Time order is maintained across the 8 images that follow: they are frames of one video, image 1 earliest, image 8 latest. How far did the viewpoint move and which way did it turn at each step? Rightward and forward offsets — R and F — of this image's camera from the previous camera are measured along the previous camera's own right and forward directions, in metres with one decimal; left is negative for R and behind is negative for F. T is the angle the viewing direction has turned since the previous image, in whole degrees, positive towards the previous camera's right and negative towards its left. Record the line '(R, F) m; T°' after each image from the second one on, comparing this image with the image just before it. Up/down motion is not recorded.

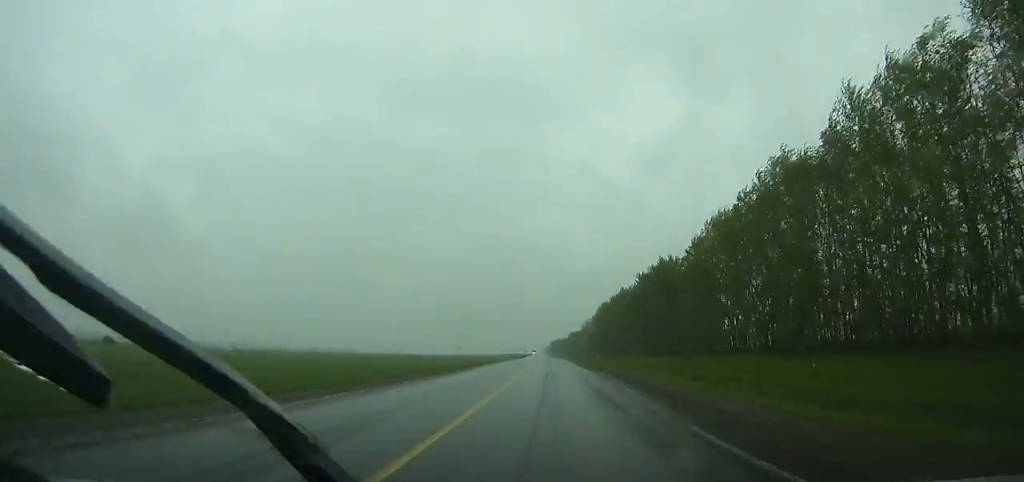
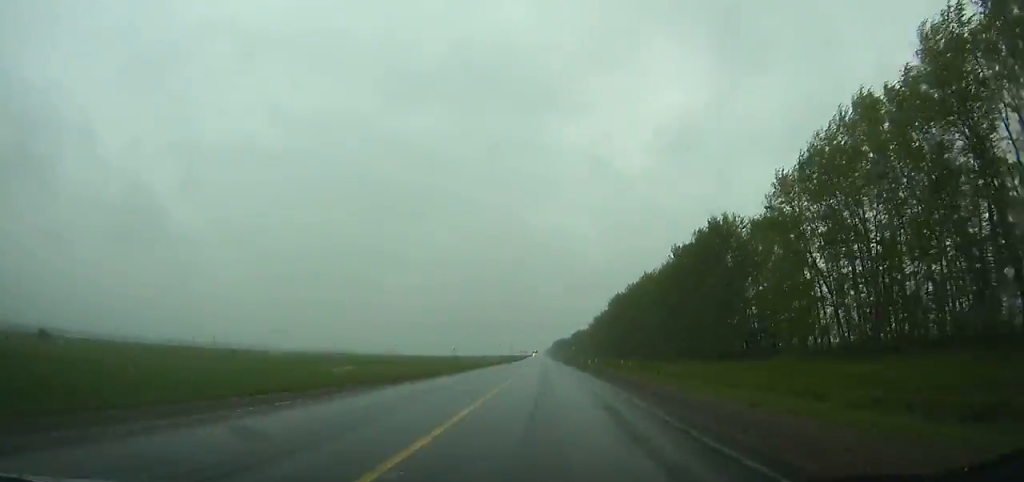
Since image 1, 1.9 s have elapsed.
(-0.5, +43.0) m; -1°
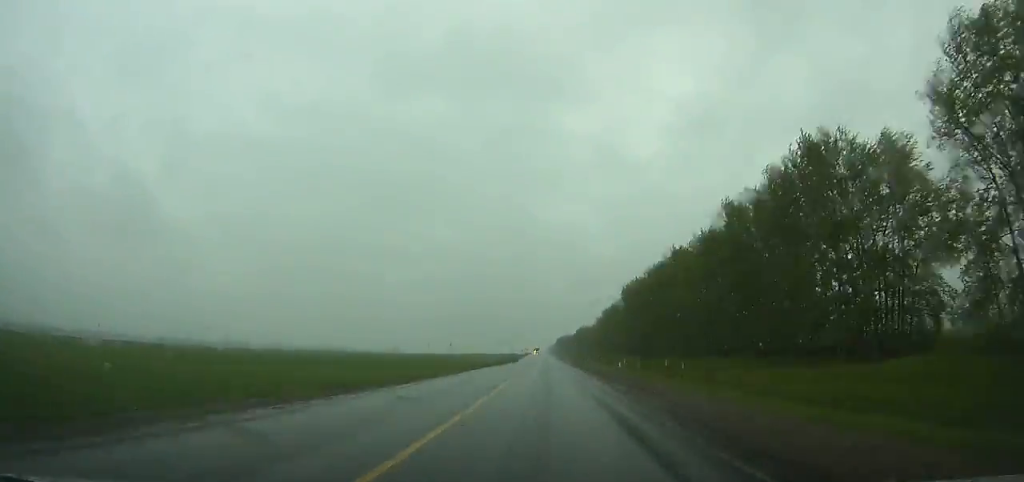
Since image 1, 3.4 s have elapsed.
(-0.1, +34.1) m; -1°
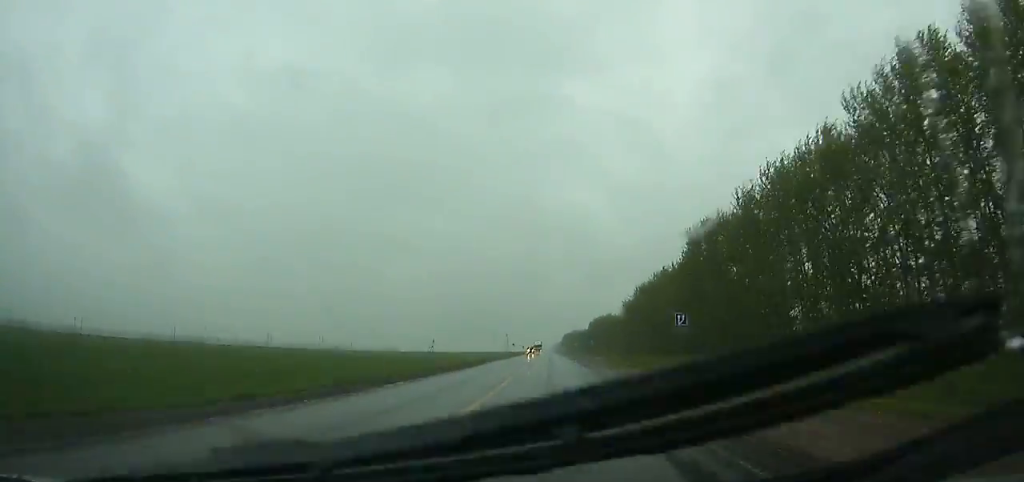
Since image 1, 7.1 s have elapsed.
(-0.5, +84.6) m; 0°
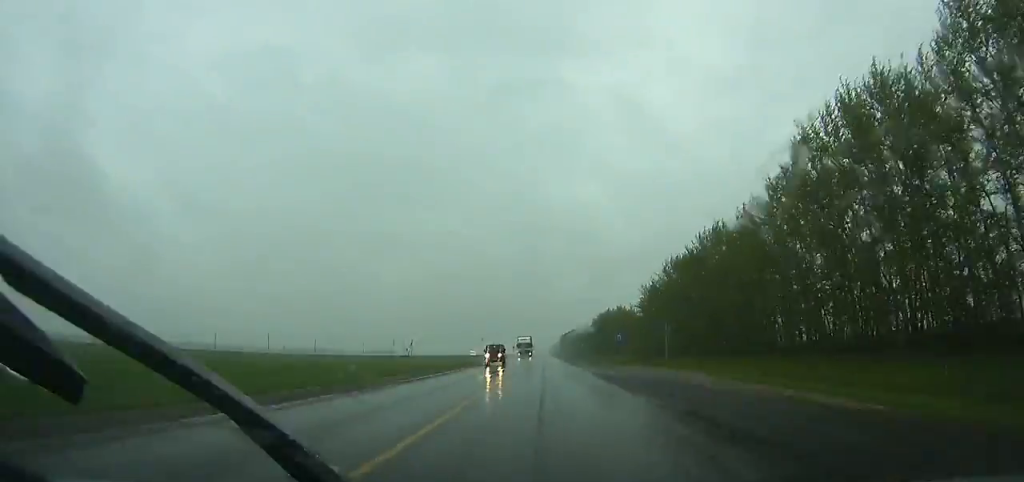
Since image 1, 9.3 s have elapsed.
(+0.2, +50.3) m; 0°
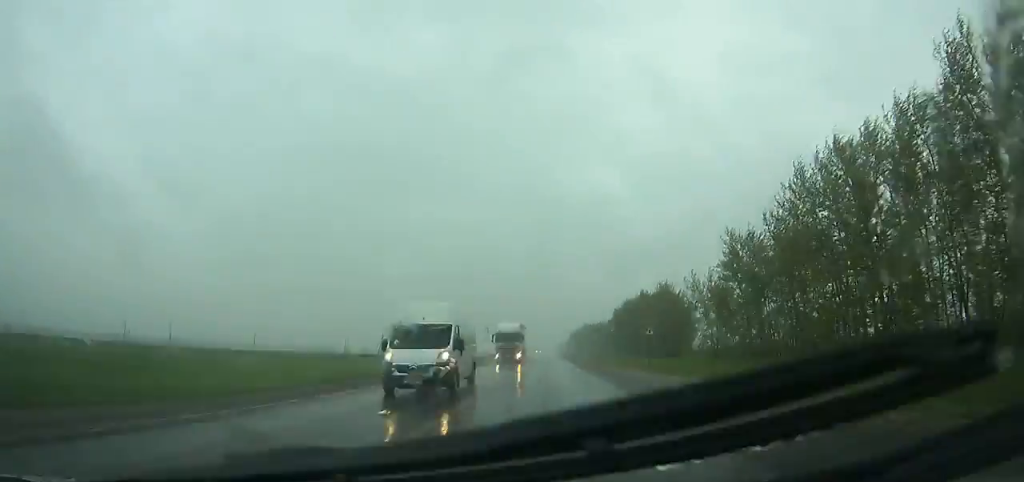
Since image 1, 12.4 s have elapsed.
(-0.3, +70.3) m; 0°
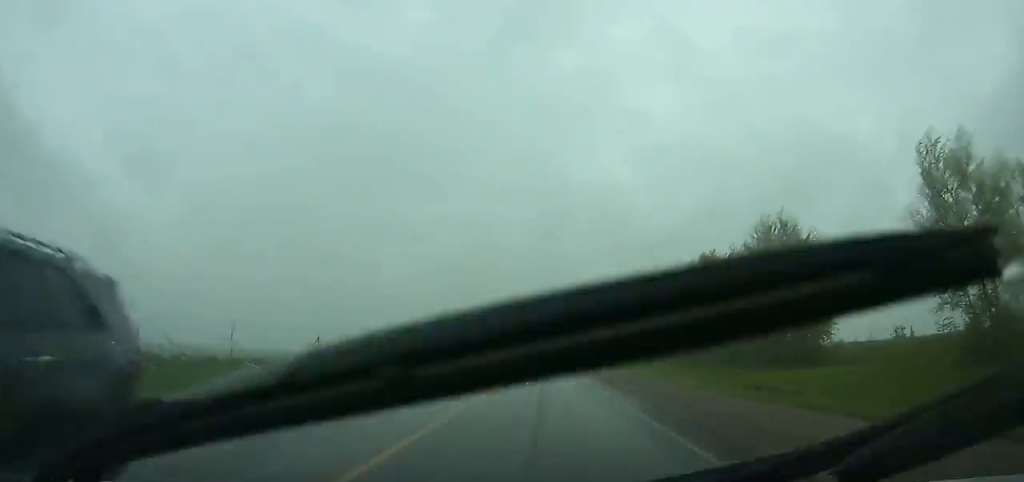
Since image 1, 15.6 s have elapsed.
(0.0, +71.6) m; 0°
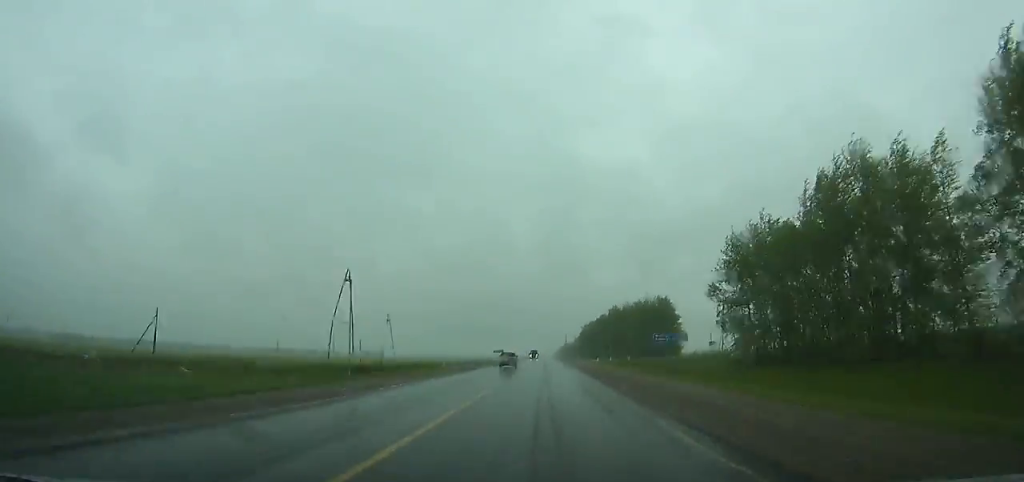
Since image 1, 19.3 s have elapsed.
(-0.3, +82.2) m; 0°
